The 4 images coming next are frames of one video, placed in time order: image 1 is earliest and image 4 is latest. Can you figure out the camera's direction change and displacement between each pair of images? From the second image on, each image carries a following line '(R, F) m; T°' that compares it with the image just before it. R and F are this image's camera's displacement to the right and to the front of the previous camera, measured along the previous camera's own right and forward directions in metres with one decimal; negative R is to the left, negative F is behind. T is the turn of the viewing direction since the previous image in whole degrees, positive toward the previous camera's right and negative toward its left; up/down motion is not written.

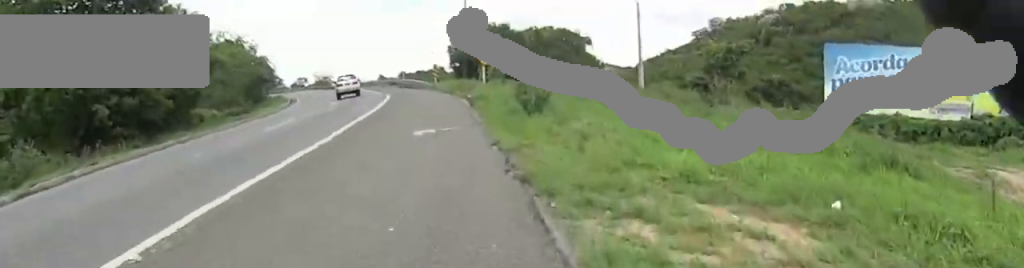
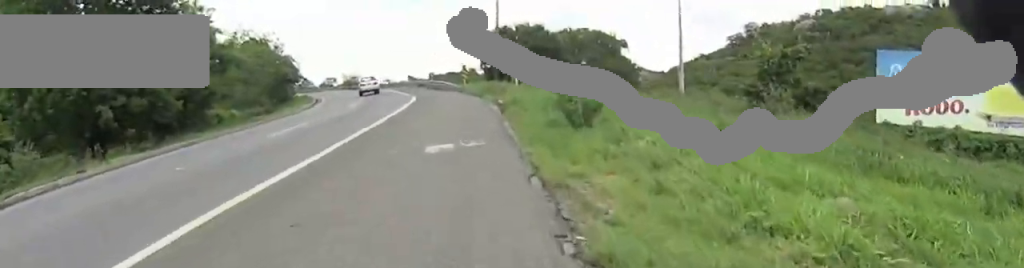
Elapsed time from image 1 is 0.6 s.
(-0.3, +2.3) m; -8°
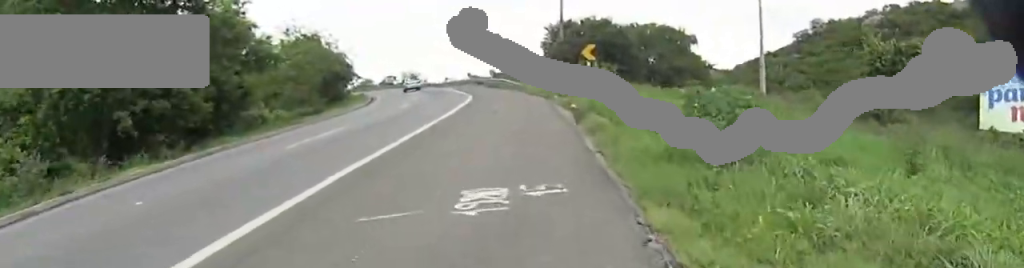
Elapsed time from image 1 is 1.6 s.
(-0.7, +3.6) m; -13°
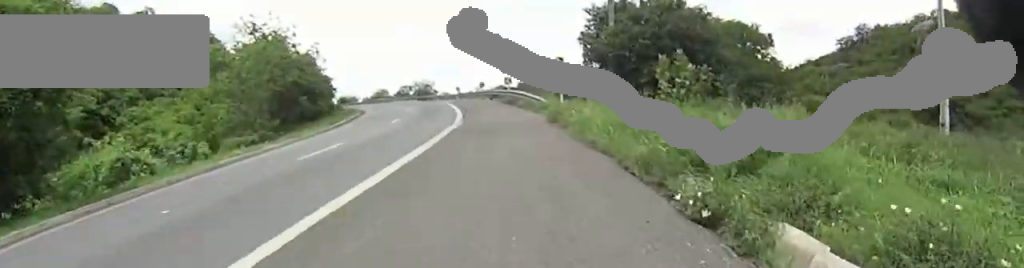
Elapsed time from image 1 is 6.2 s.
(-0.6, +16.6) m; -2°
